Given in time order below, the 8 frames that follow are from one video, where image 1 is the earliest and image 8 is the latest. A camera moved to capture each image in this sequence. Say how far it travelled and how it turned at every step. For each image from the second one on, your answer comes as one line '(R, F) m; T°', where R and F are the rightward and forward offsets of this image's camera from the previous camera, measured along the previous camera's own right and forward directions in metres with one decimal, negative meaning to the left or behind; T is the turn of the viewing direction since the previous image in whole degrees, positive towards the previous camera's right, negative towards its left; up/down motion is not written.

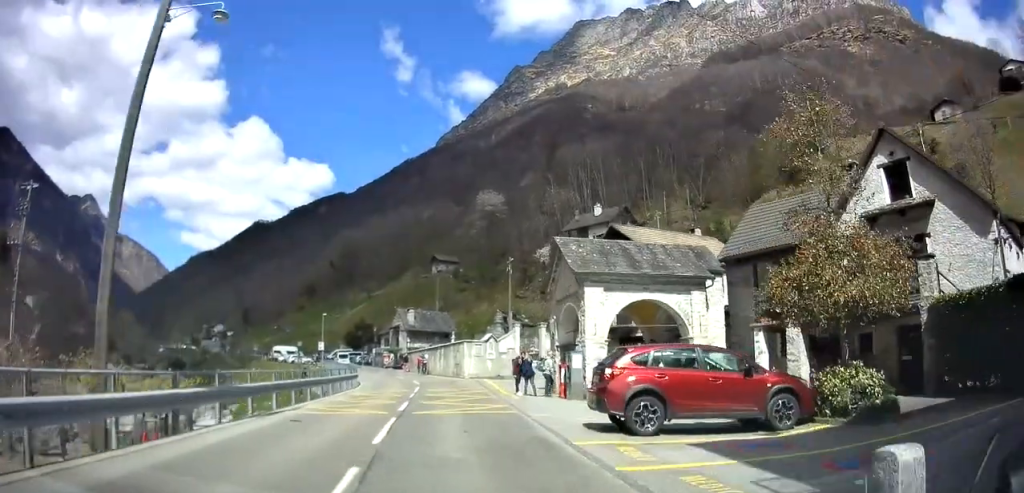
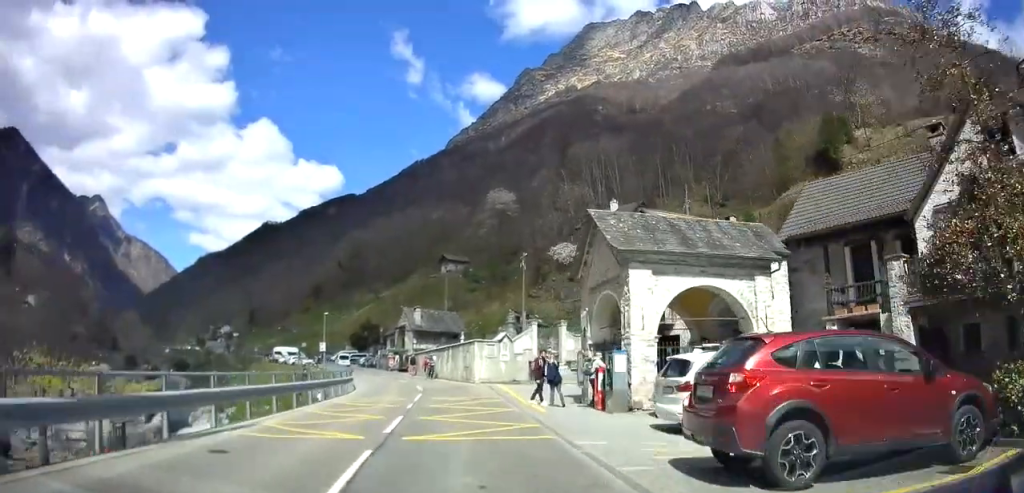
(-0.2, +4.8) m; -2°
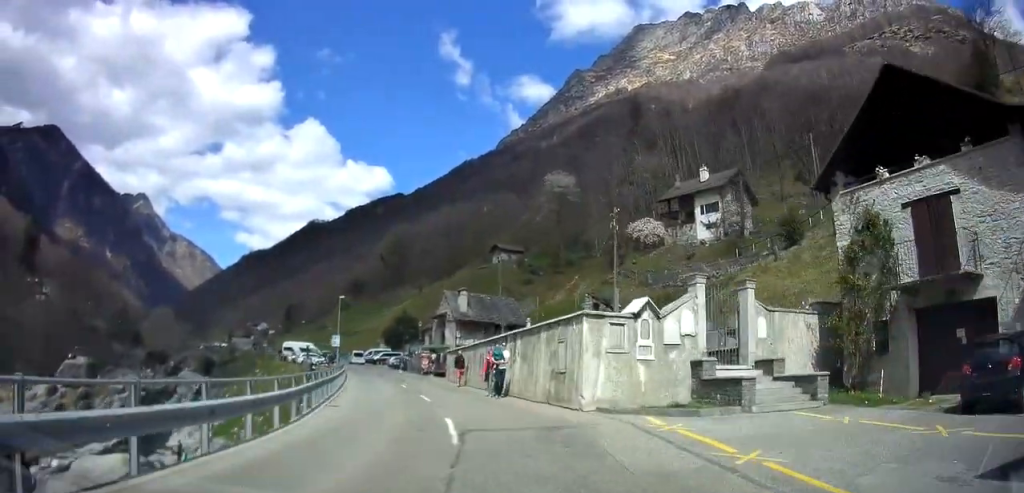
(-1.6, +19.8) m; -8°
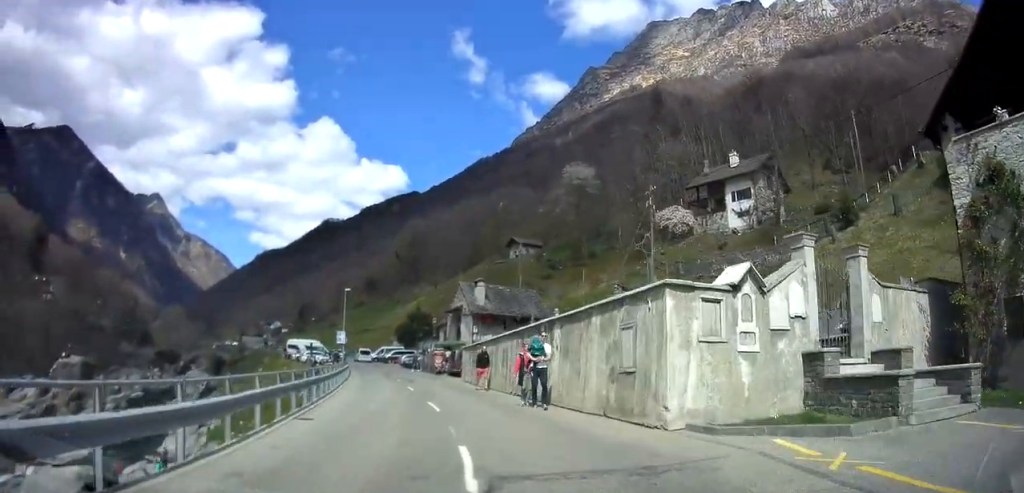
(-0.1, +4.9) m; -1°
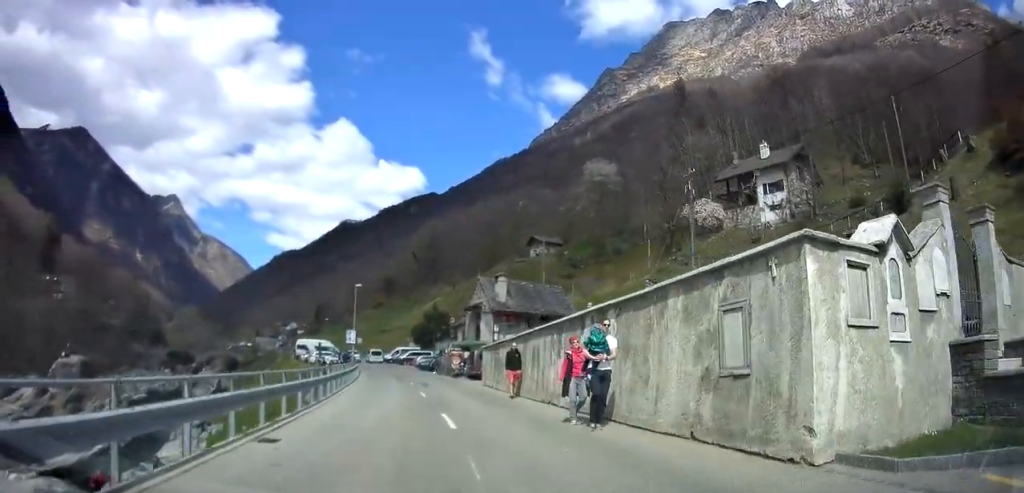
(0.0, +4.1) m; -1°
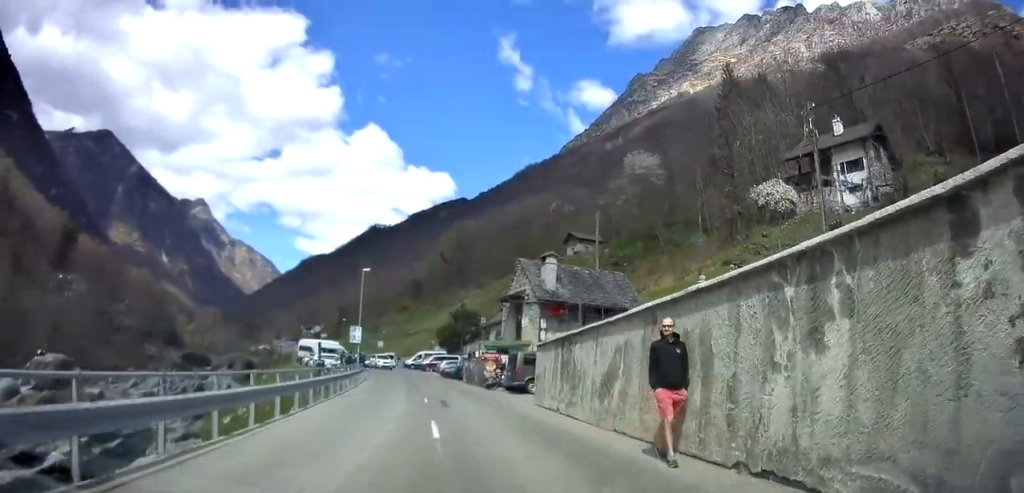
(-0.3, +10.7) m; -4°
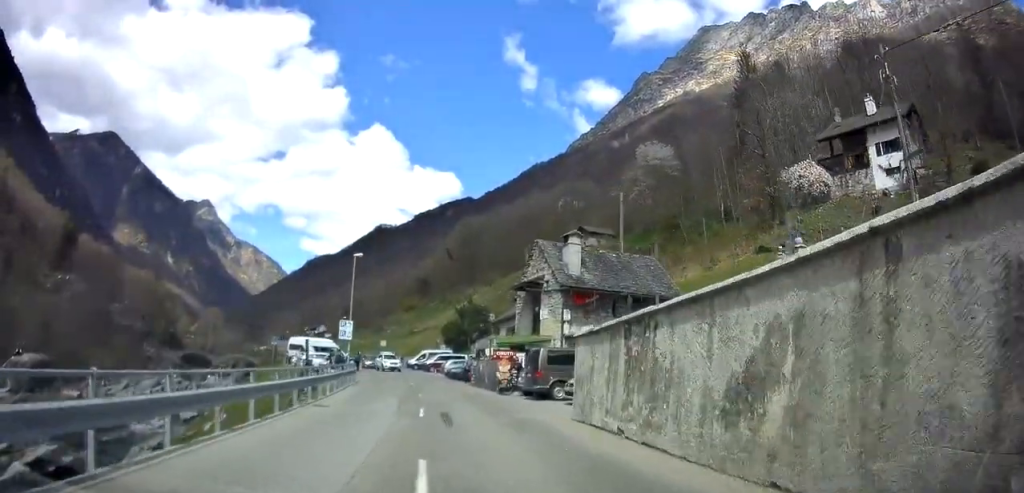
(-0.2, +5.3) m; -2°
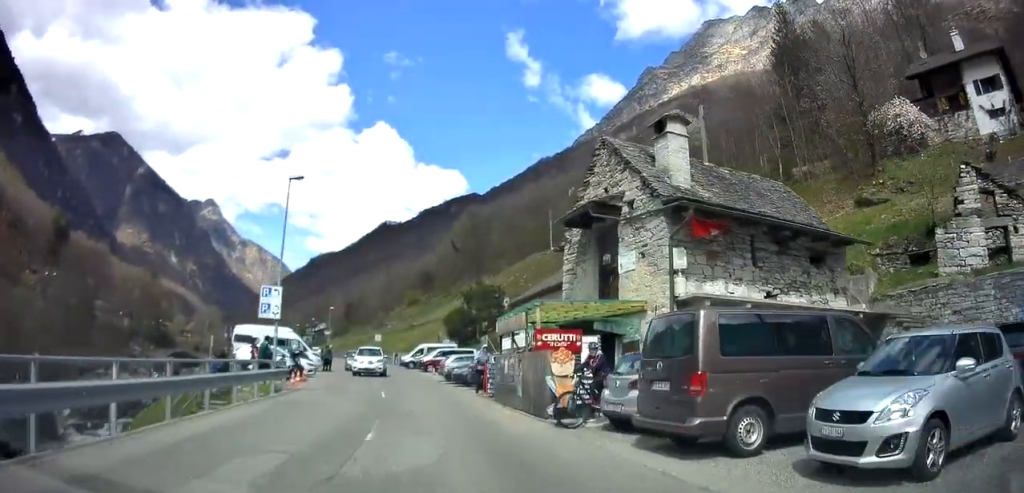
(-0.2, +14.8) m; +1°
